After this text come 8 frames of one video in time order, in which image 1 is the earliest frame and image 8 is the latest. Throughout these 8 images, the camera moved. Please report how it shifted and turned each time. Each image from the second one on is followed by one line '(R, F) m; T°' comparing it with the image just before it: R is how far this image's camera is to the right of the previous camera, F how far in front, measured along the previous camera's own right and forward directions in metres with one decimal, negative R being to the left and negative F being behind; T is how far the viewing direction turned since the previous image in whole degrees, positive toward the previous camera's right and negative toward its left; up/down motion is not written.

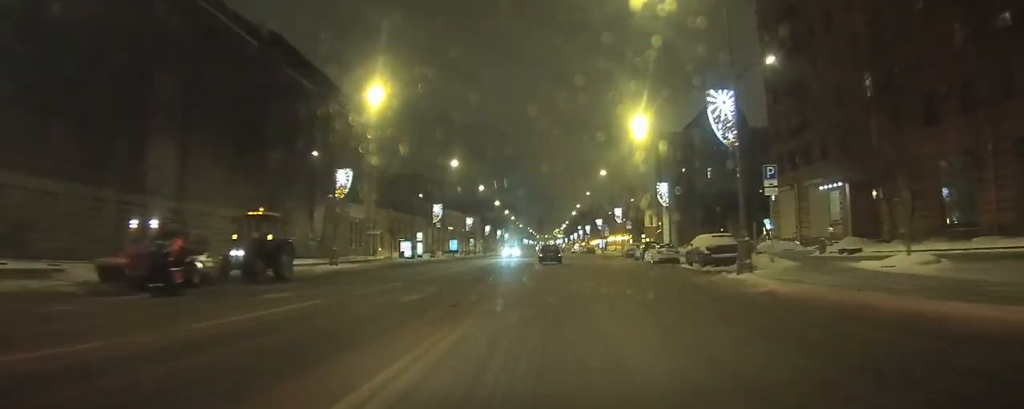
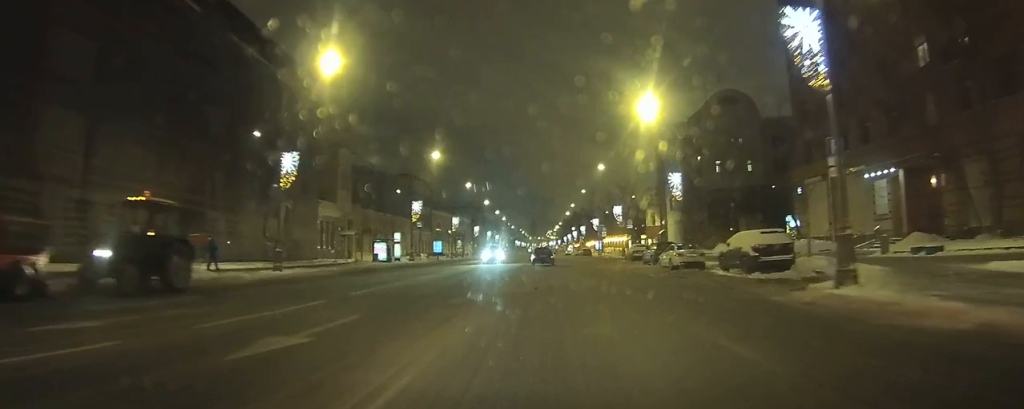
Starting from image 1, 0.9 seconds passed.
(0.0, +7.1) m; 0°
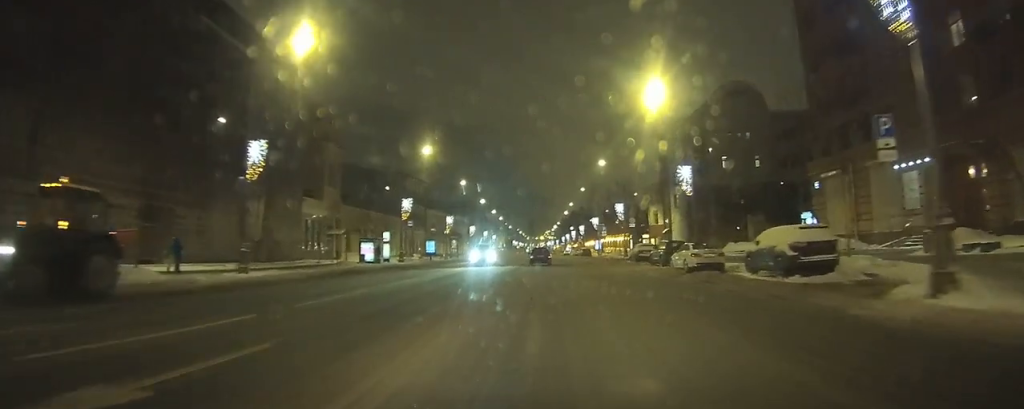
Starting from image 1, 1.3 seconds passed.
(0.0, +3.4) m; 0°
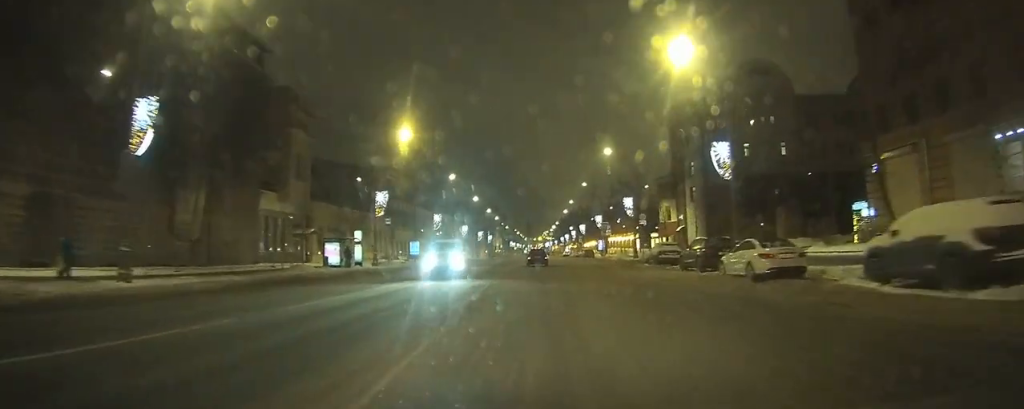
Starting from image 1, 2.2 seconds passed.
(0.0, +8.2) m; +1°
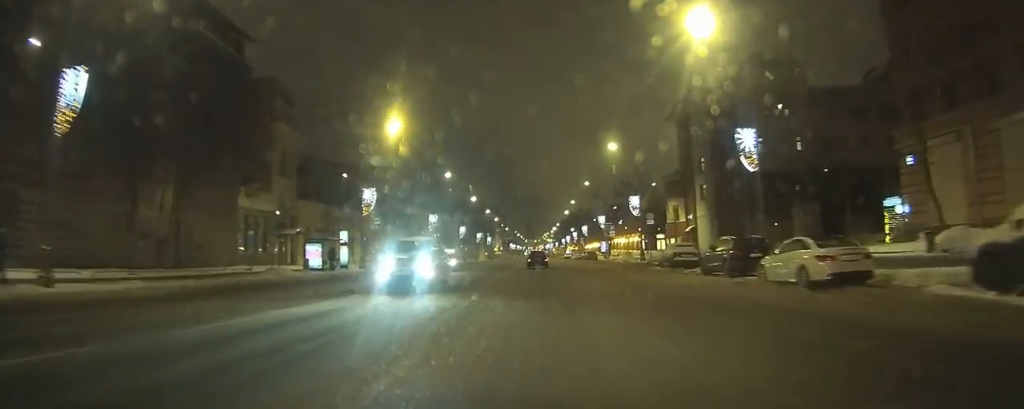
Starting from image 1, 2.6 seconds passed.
(0.0, +3.7) m; +1°
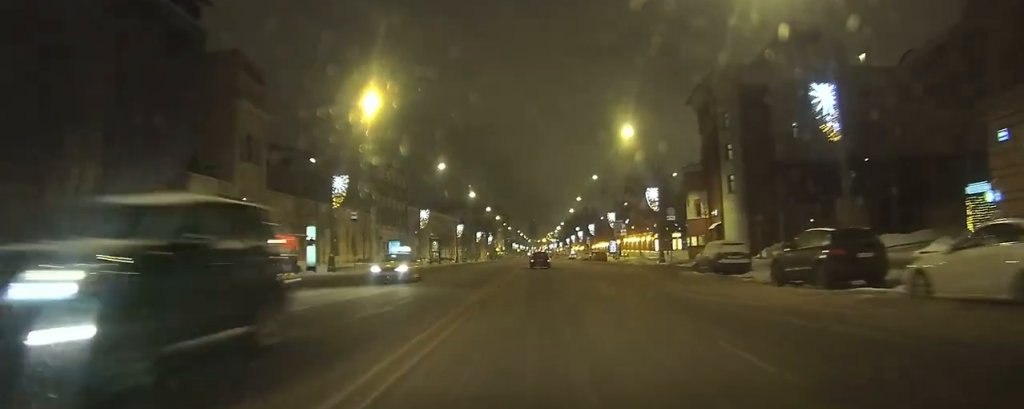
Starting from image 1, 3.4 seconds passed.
(+0.1, +7.2) m; +1°
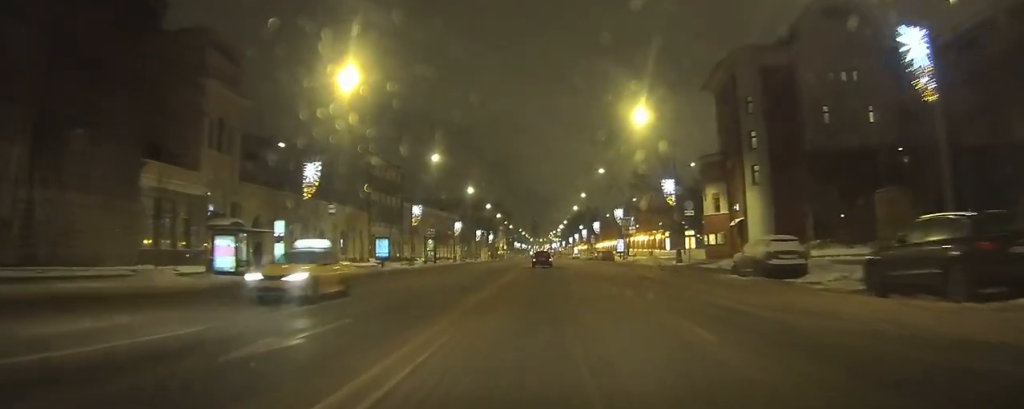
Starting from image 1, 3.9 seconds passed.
(+0.1, +5.2) m; +1°
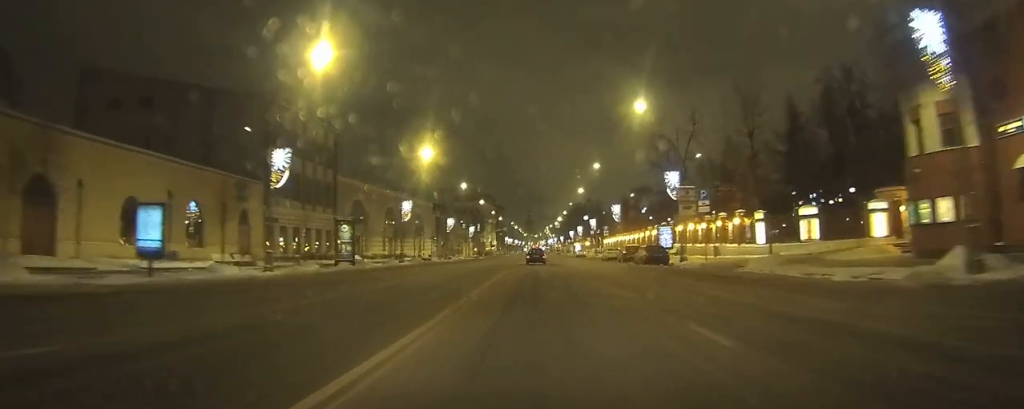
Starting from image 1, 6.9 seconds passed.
(+0.4, +32.0) m; +2°
